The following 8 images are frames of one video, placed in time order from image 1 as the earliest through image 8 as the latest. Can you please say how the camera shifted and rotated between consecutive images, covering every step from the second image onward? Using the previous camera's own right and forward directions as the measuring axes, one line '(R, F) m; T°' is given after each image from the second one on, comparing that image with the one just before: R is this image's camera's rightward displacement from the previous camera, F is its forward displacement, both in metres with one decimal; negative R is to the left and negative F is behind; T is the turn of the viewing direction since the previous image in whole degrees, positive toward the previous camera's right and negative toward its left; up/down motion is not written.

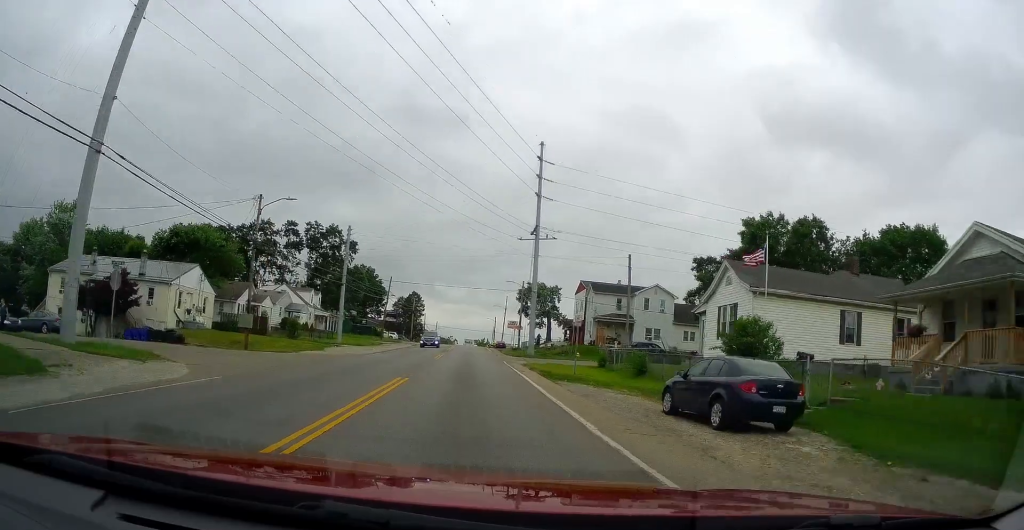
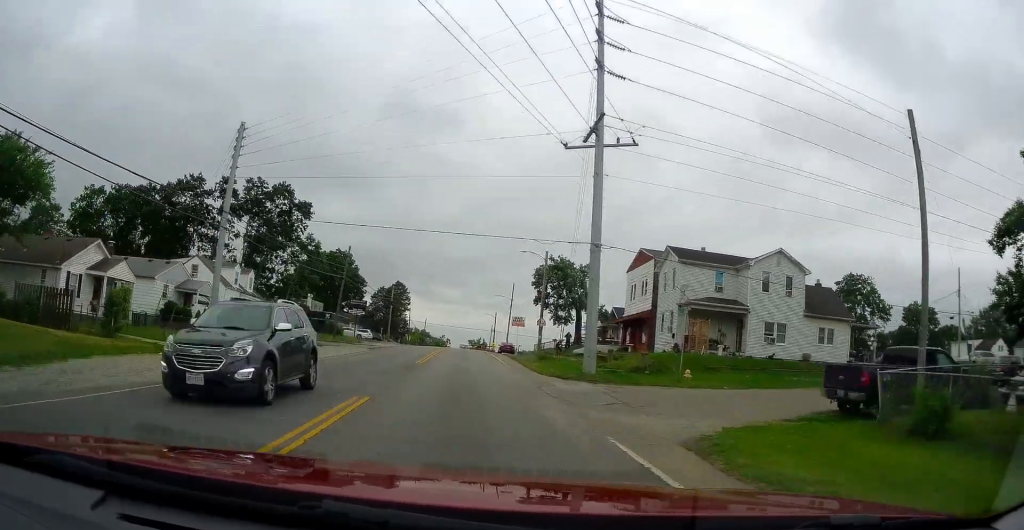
(-0.2, +28.2) m; 0°
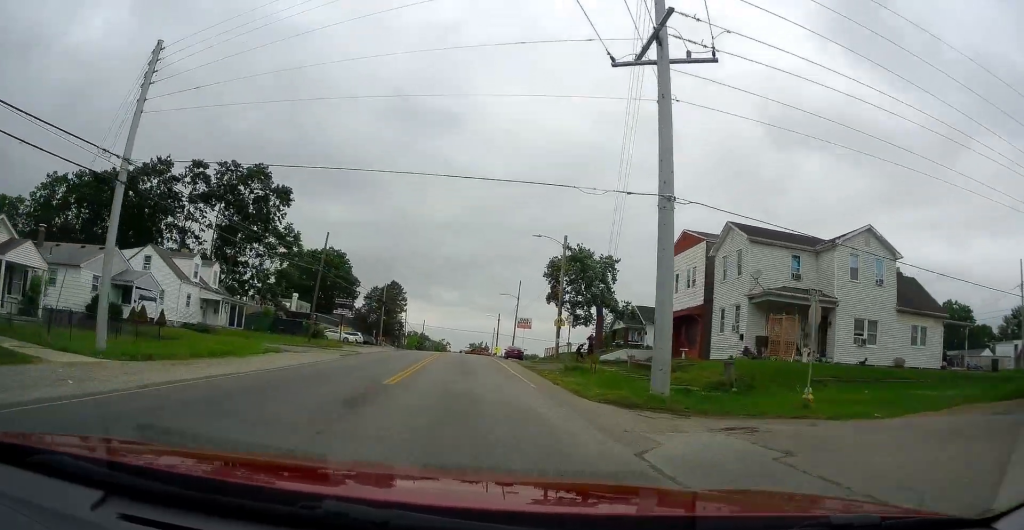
(0.0, +9.8) m; 0°
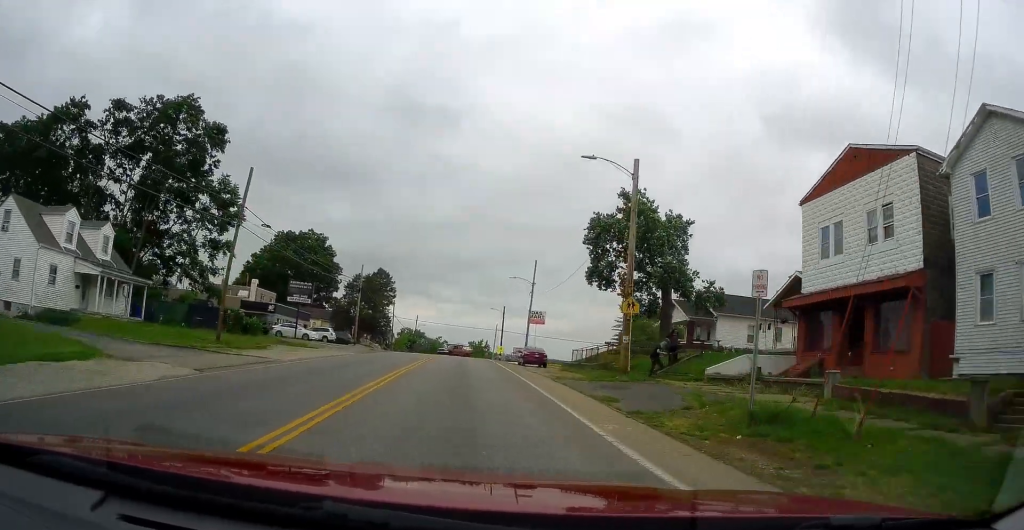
(0.0, +18.6) m; 0°
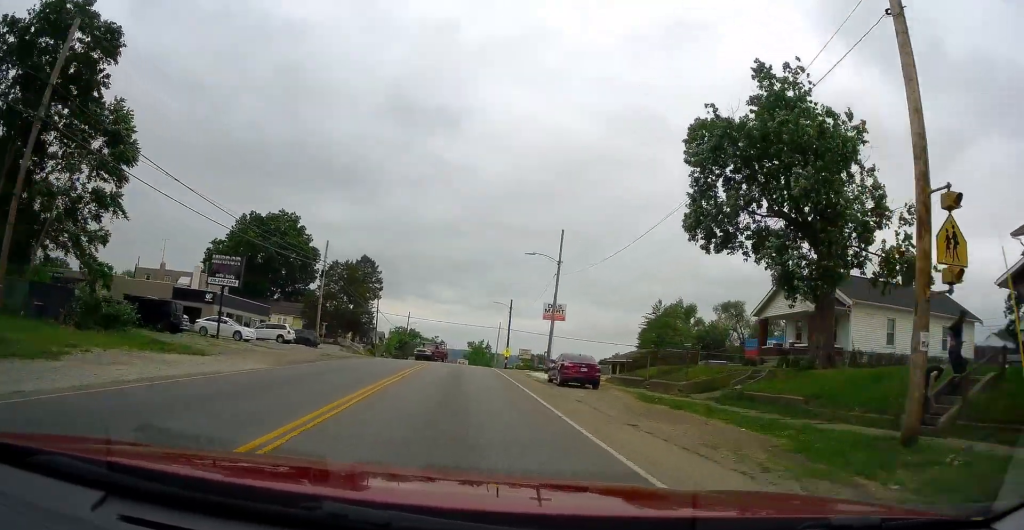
(0.0, +17.9) m; +2°
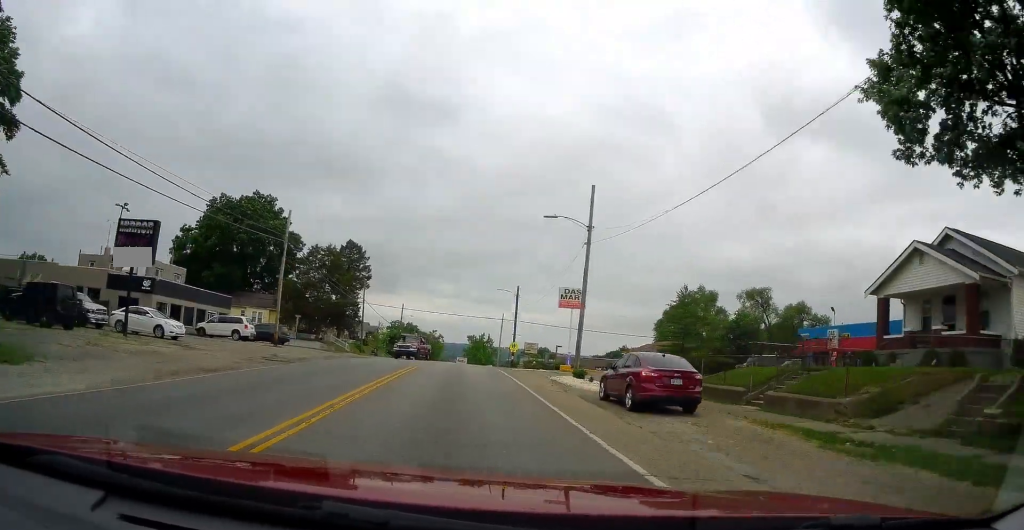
(+0.3, +11.2) m; 0°
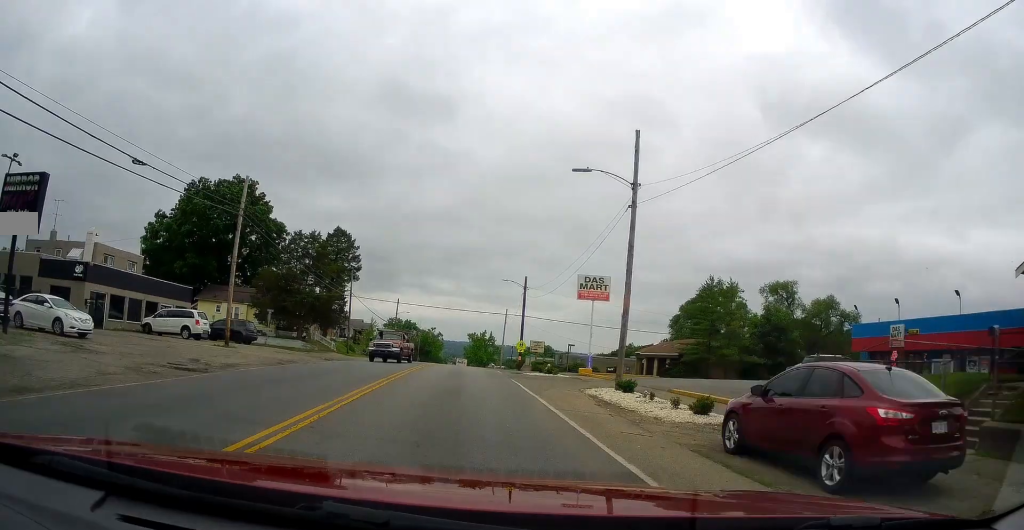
(+0.2, +8.8) m; 0°
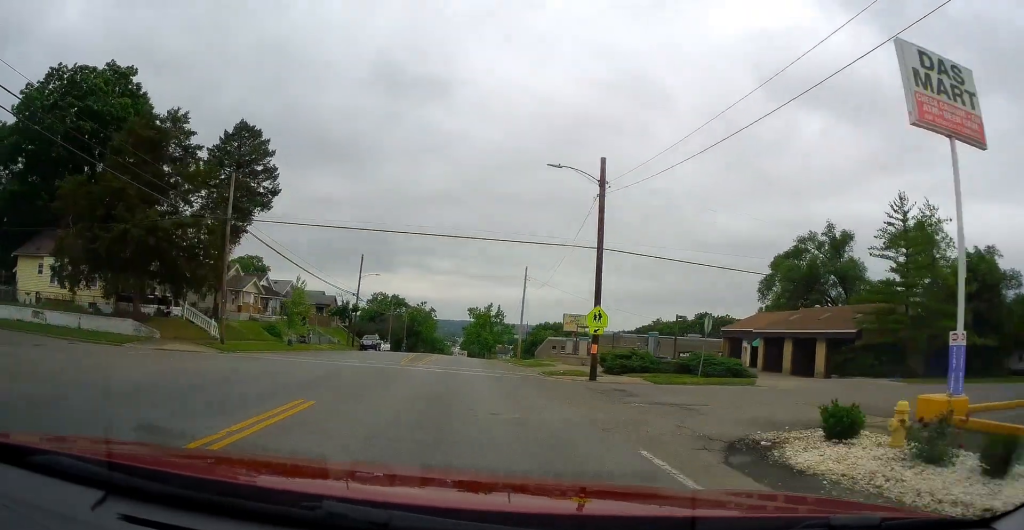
(-1.1, +33.2) m; -2°
